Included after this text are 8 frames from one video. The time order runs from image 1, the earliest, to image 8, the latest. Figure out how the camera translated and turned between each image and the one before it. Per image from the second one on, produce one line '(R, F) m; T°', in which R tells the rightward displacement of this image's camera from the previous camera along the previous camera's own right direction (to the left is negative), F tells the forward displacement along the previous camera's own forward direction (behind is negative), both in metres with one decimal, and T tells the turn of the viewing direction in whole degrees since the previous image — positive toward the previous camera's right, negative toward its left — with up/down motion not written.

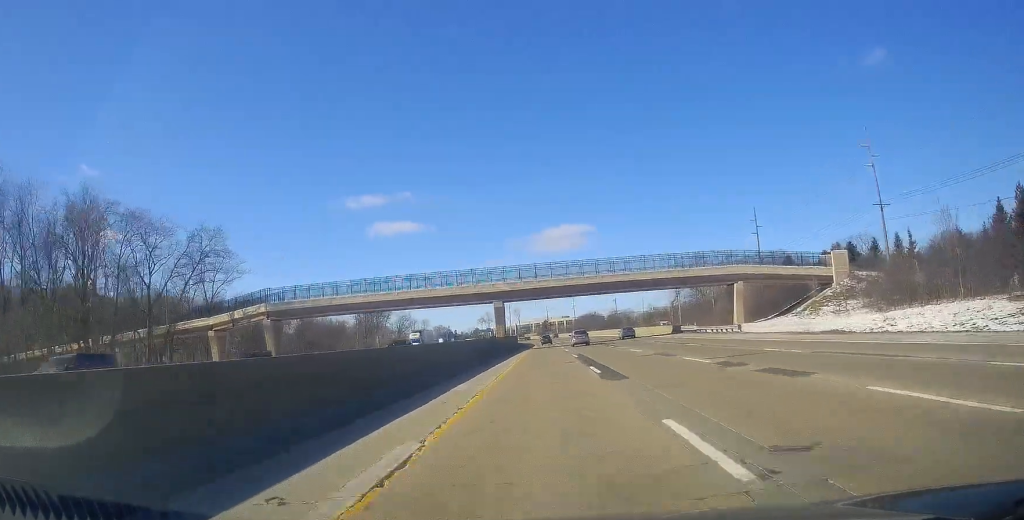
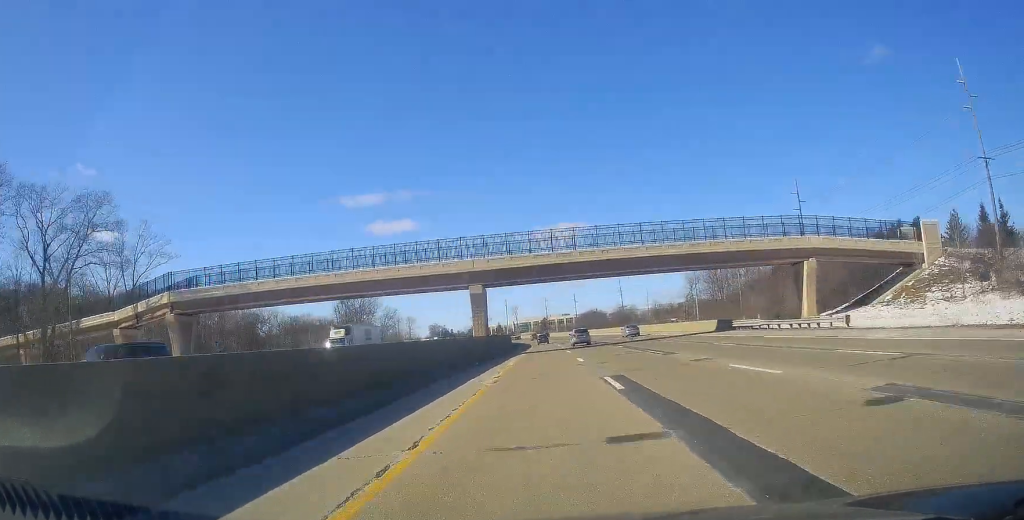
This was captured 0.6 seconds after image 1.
(-0.1, +19.7) m; 0°
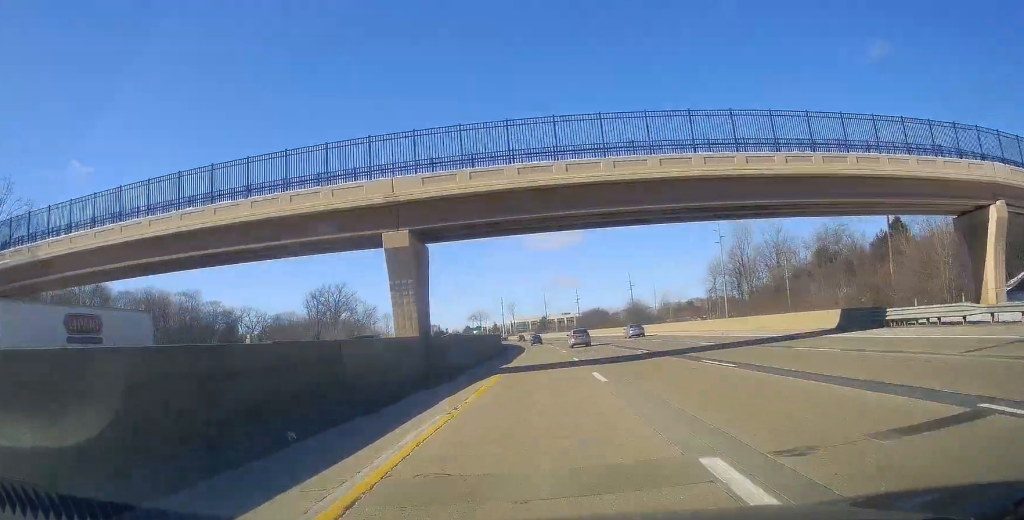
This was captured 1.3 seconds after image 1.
(-0.1, +24.8) m; 0°
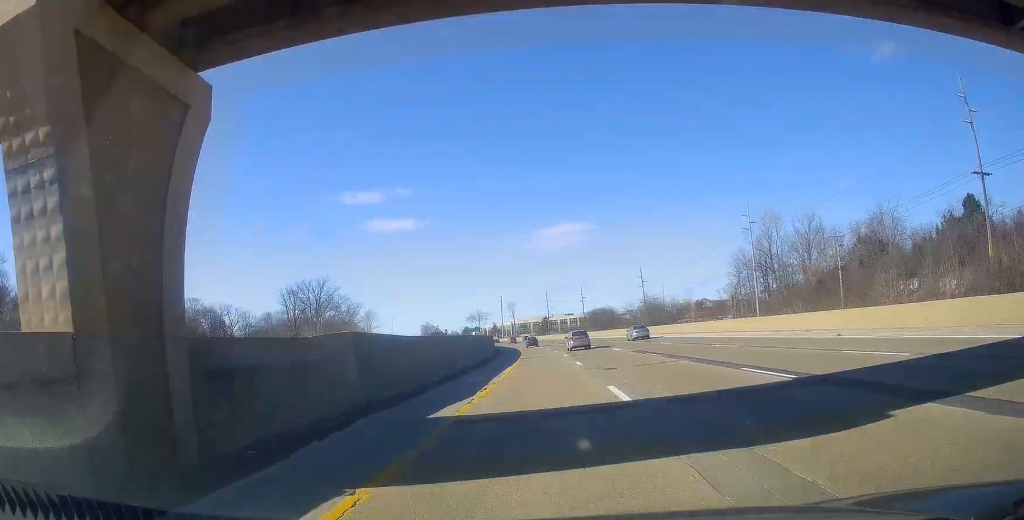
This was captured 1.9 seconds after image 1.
(0.0, +20.1) m; 0°
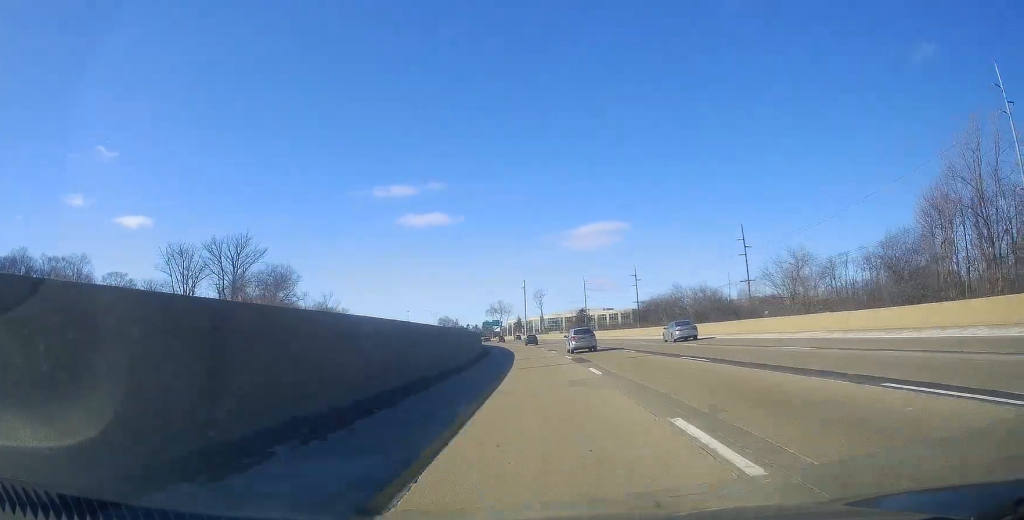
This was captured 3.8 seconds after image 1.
(-0.7, +77.6) m; -2°
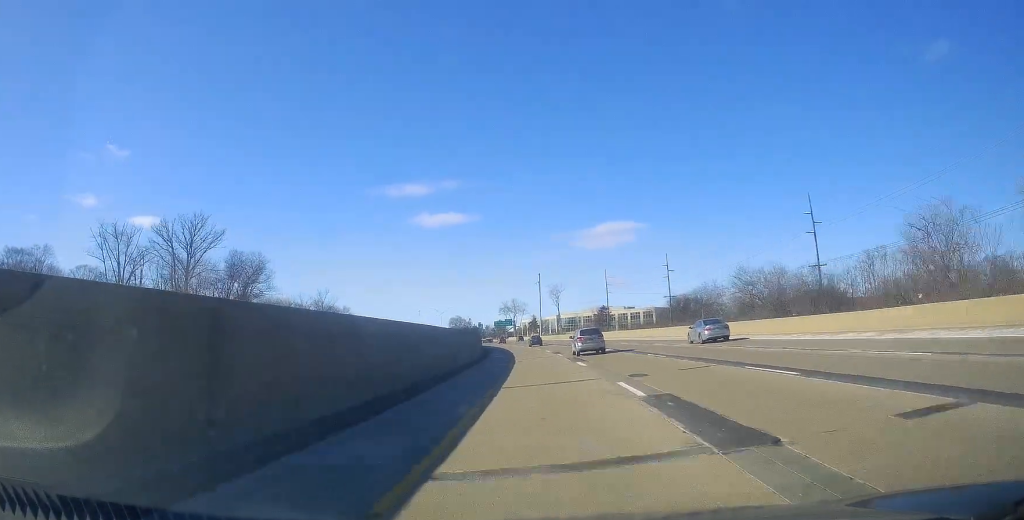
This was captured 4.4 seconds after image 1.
(-0.2, +25.0) m; -2°
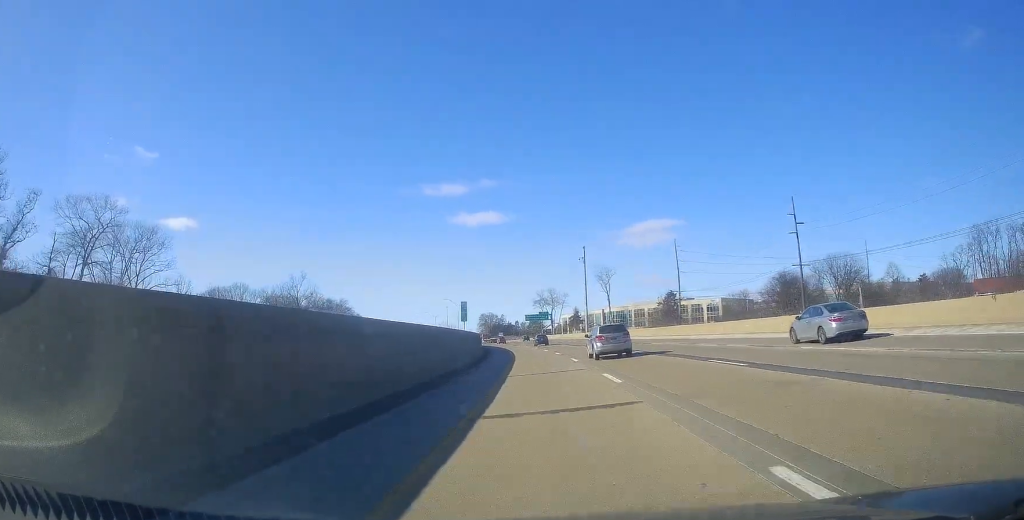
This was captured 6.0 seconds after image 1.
(-2.9, +59.8) m; -5°
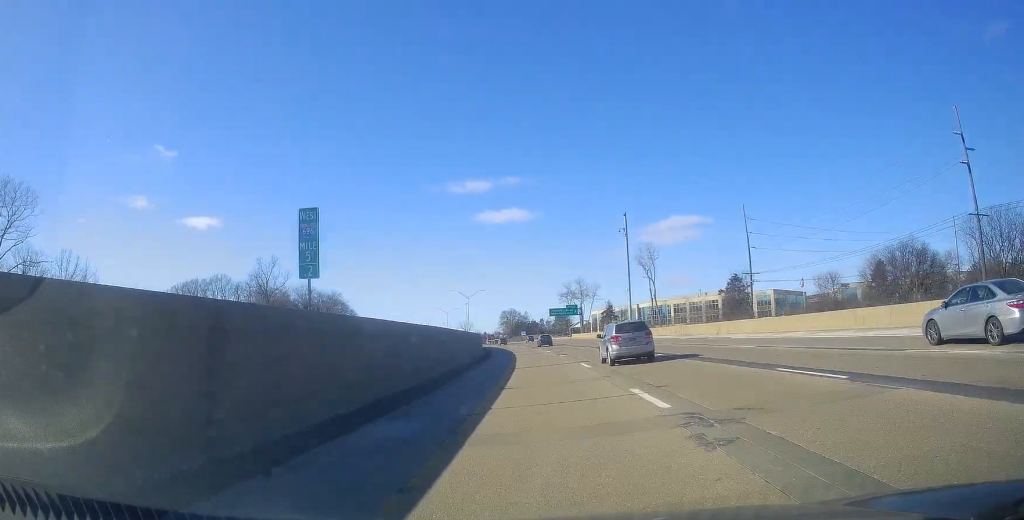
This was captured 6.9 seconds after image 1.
(-1.0, +36.3) m; -3°
